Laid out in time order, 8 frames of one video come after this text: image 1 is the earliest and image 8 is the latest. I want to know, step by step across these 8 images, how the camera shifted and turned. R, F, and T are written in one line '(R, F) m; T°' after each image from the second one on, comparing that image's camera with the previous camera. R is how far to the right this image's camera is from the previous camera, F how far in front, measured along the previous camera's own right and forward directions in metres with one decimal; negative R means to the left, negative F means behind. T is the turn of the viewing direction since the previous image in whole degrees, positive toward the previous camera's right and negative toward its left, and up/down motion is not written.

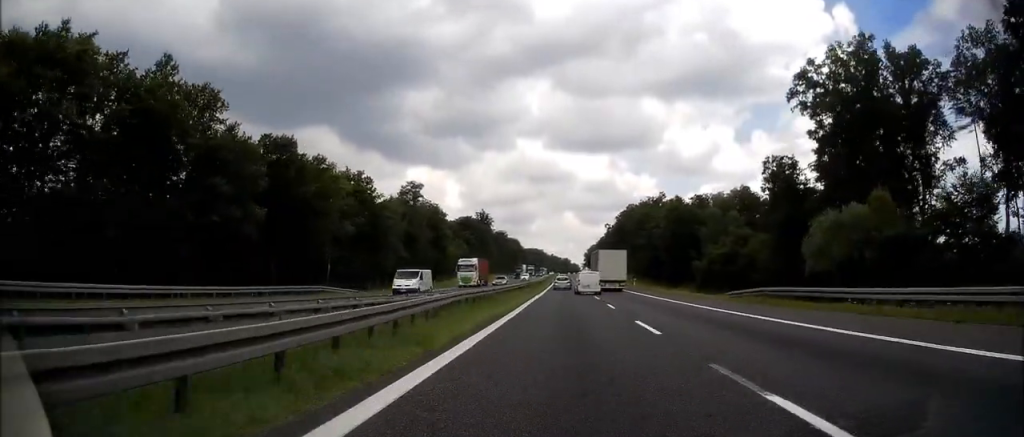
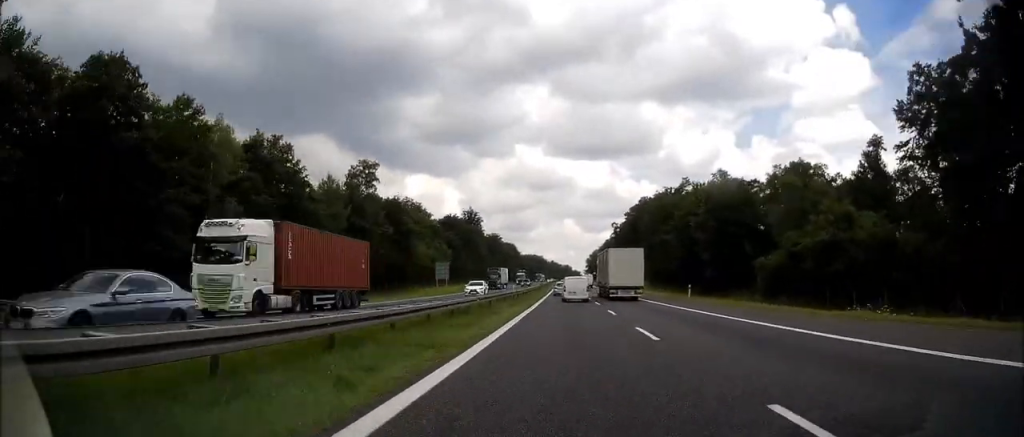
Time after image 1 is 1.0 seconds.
(+0.4, +34.6) m; +1°
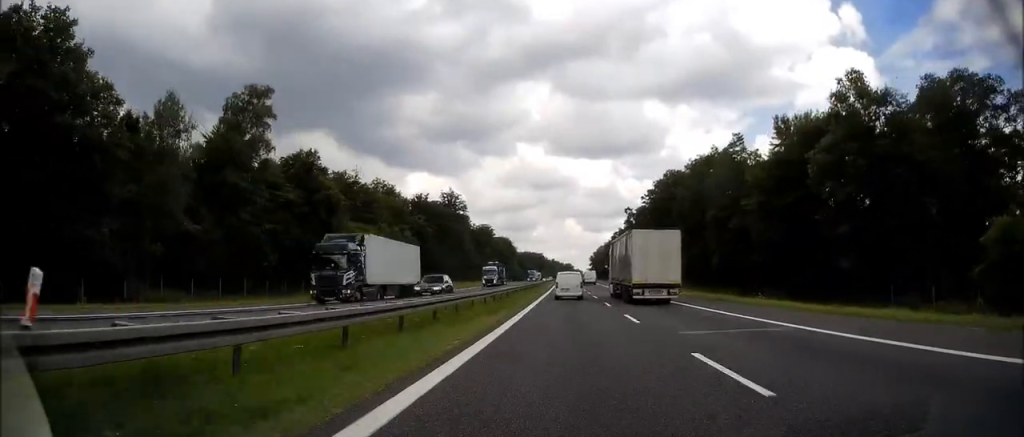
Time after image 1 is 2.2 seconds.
(-0.3, +44.2) m; -1°
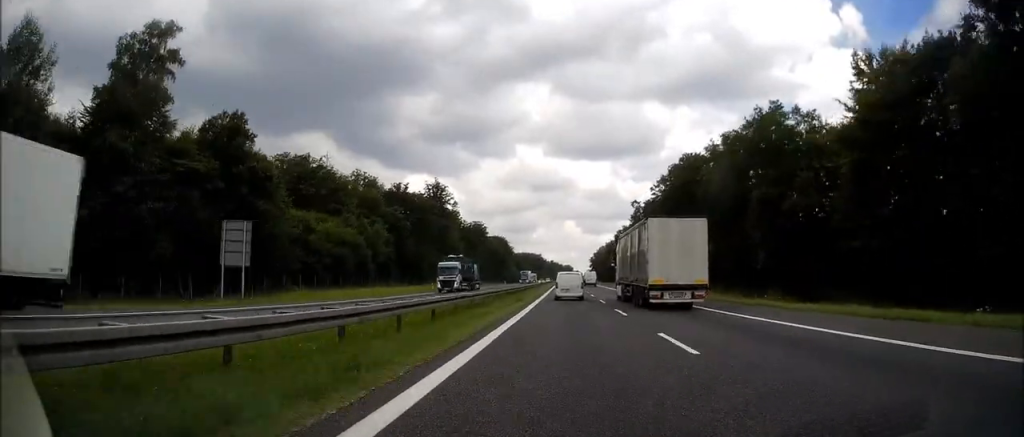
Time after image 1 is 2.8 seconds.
(-0.2, +20.6) m; 0°
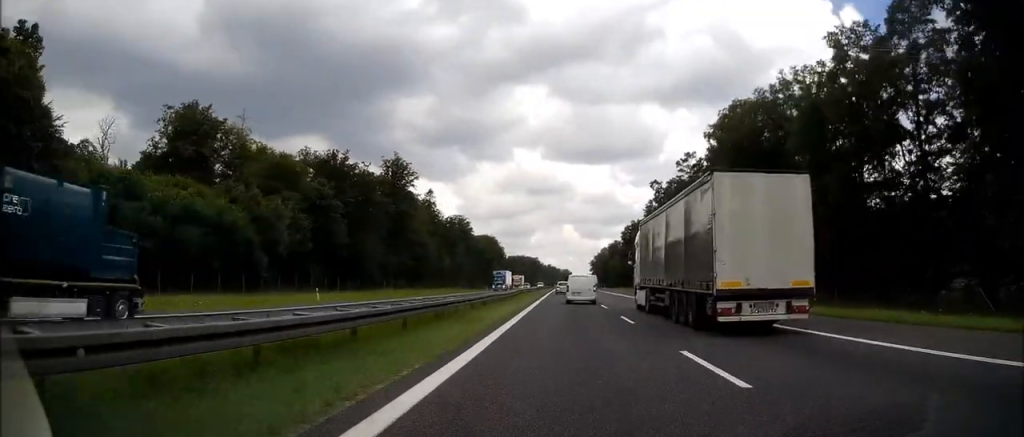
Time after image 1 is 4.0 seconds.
(+0.3, +39.6) m; 0°
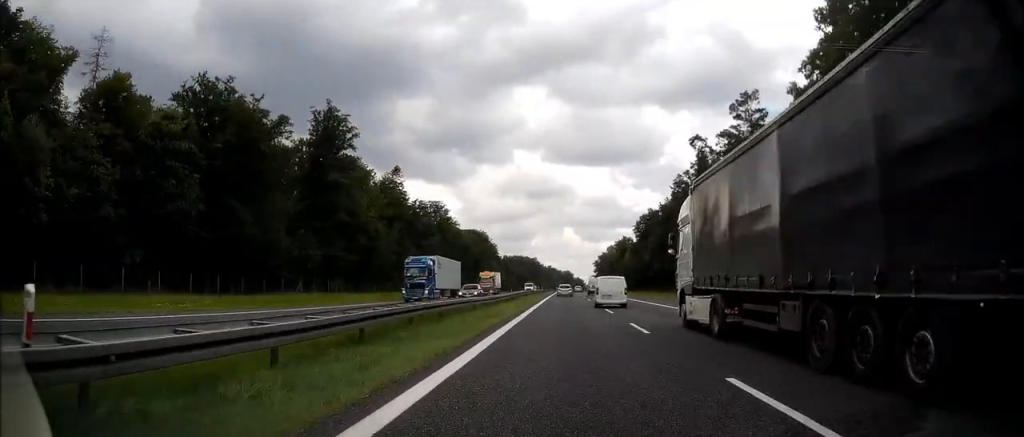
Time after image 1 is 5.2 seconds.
(-0.1, +39.5) m; 0°
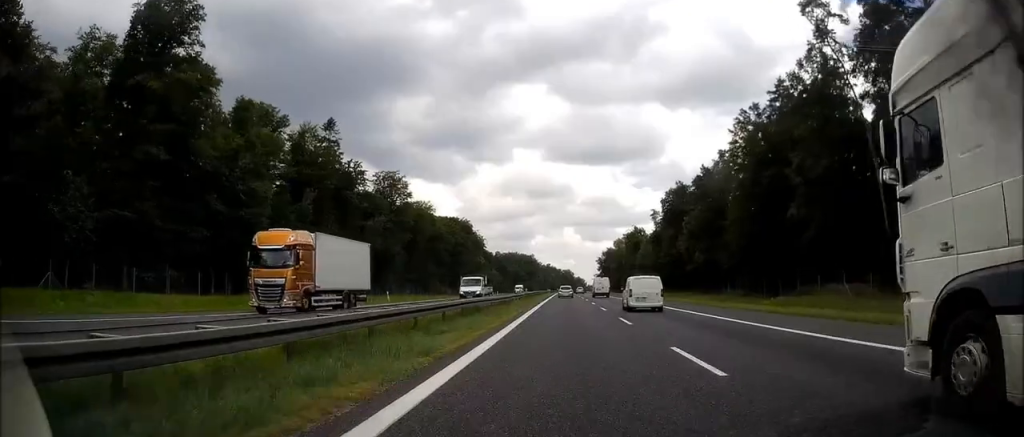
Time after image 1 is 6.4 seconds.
(+0.2, +43.4) m; 0°
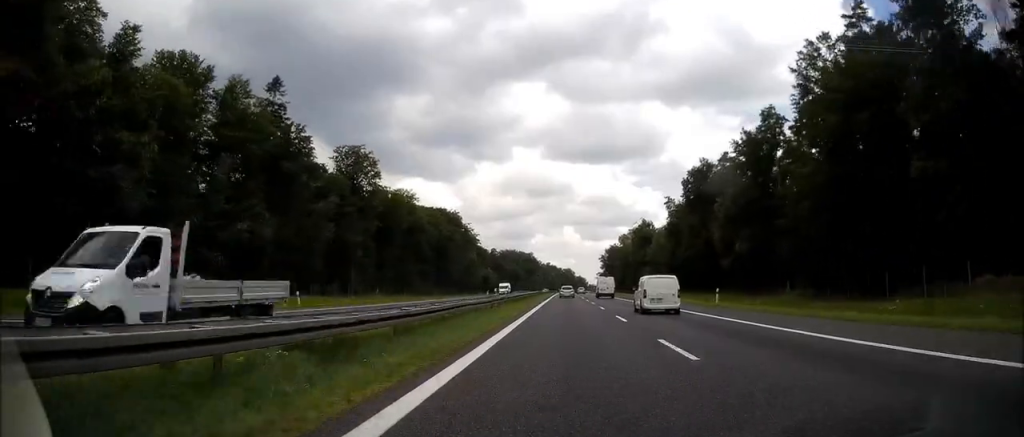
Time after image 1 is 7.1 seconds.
(-0.1, +22.0) m; 0°
